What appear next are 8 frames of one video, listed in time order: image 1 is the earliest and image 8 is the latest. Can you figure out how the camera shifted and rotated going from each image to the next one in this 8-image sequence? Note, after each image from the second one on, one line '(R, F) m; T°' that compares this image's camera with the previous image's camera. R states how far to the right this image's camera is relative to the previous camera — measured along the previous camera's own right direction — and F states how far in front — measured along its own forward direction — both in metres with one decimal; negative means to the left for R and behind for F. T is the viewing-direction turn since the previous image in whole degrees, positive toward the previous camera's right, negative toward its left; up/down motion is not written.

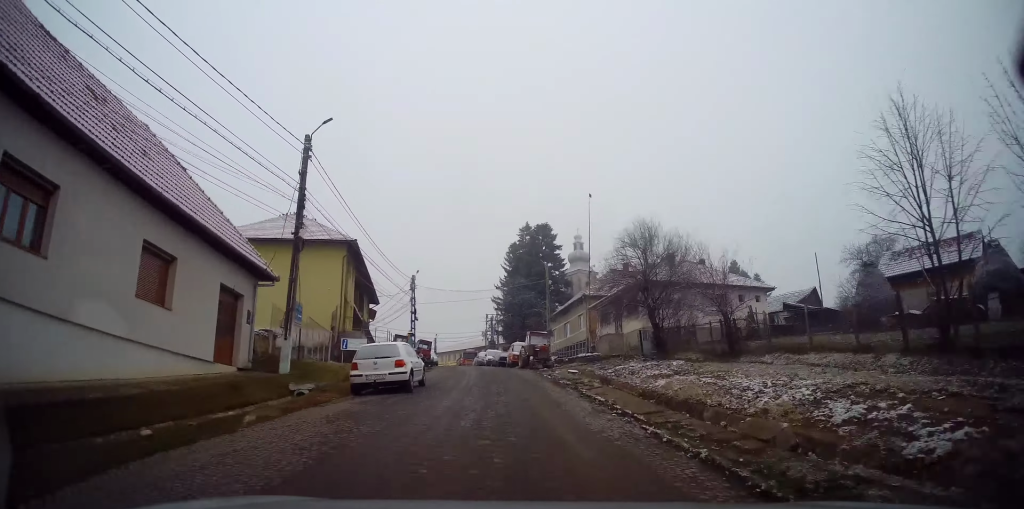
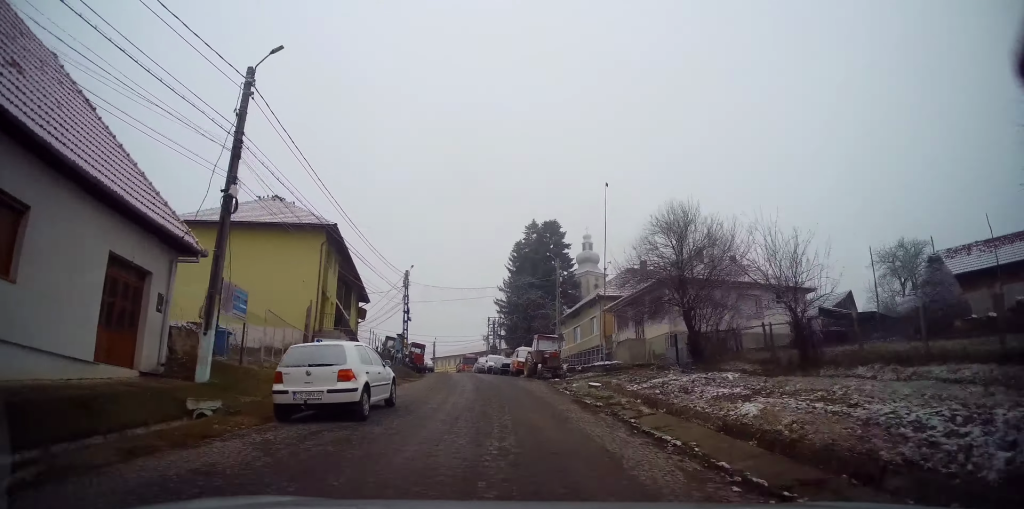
(+0.3, +5.4) m; +1°
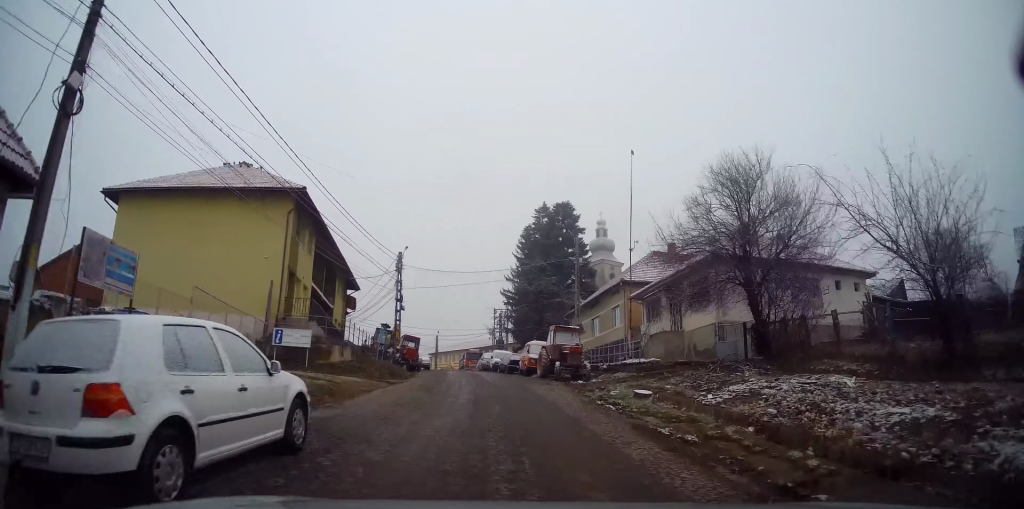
(-0.1, +6.2) m; -2°
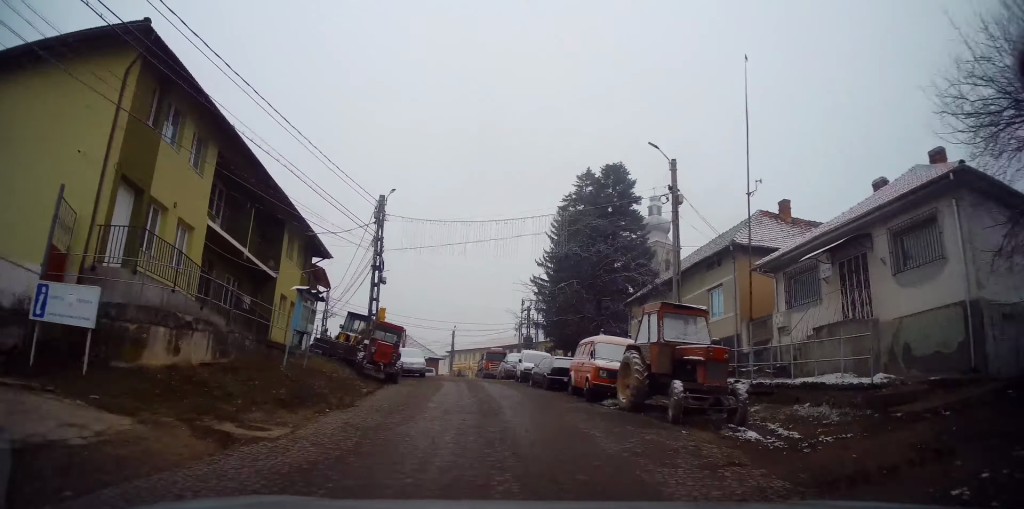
(-0.5, +14.0) m; -3°
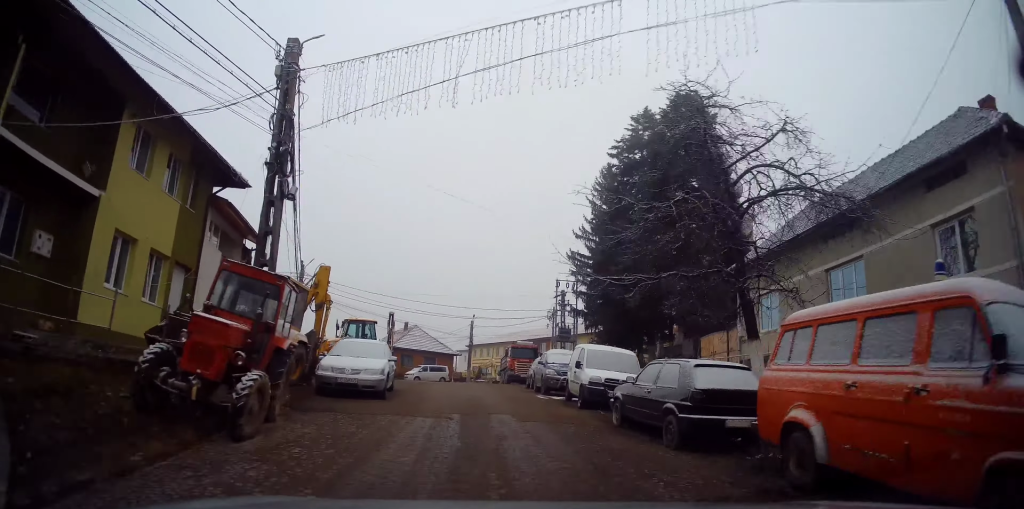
(-0.1, +13.1) m; 0°
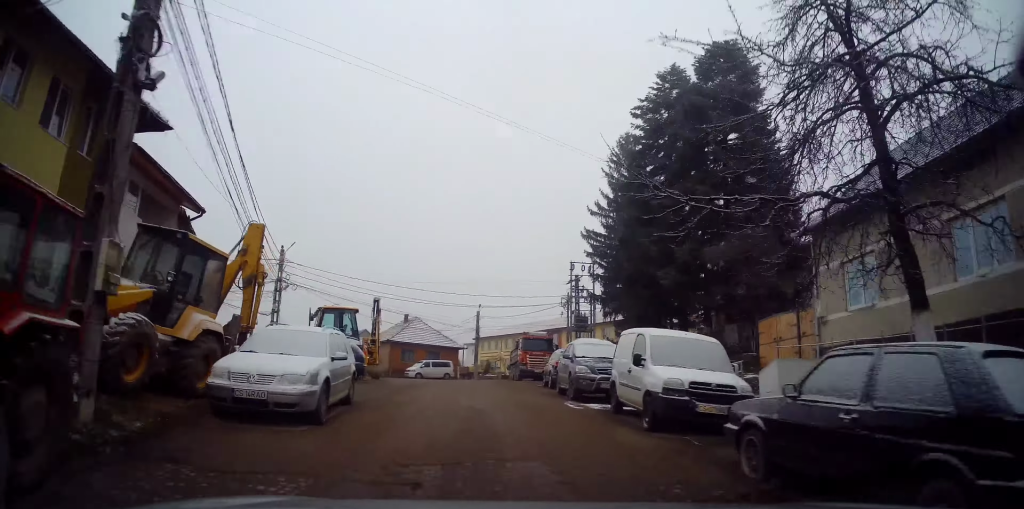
(0.0, +5.2) m; -1°
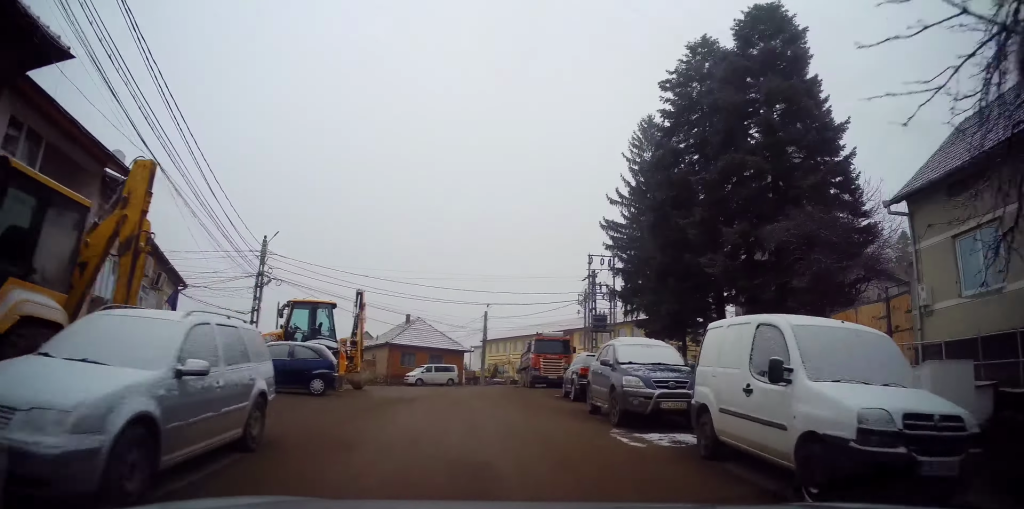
(+0.1, +4.5) m; -1°
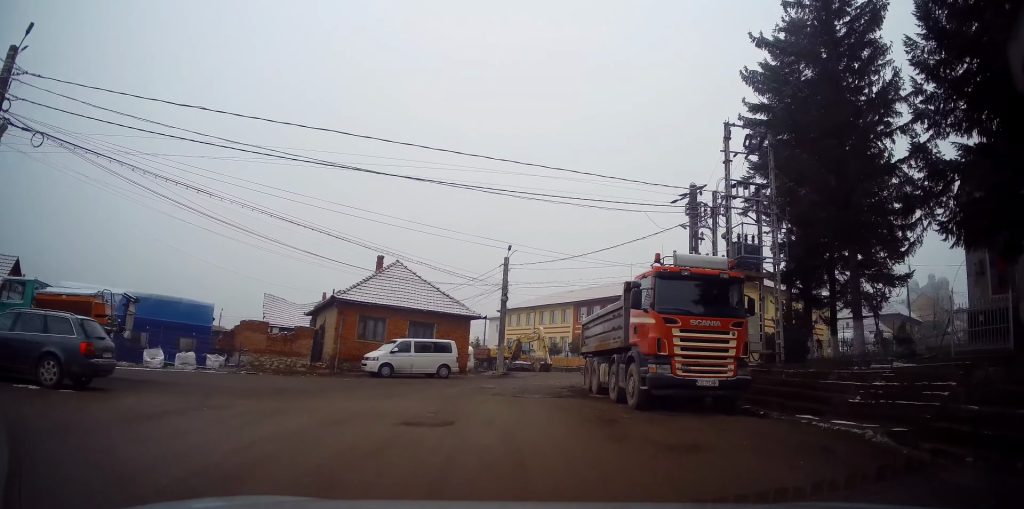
(-0.8, +21.2) m; -3°
